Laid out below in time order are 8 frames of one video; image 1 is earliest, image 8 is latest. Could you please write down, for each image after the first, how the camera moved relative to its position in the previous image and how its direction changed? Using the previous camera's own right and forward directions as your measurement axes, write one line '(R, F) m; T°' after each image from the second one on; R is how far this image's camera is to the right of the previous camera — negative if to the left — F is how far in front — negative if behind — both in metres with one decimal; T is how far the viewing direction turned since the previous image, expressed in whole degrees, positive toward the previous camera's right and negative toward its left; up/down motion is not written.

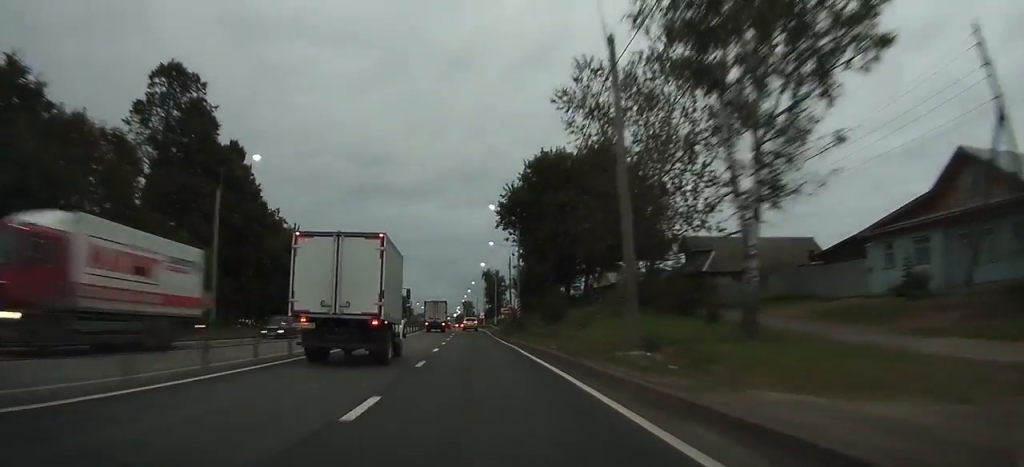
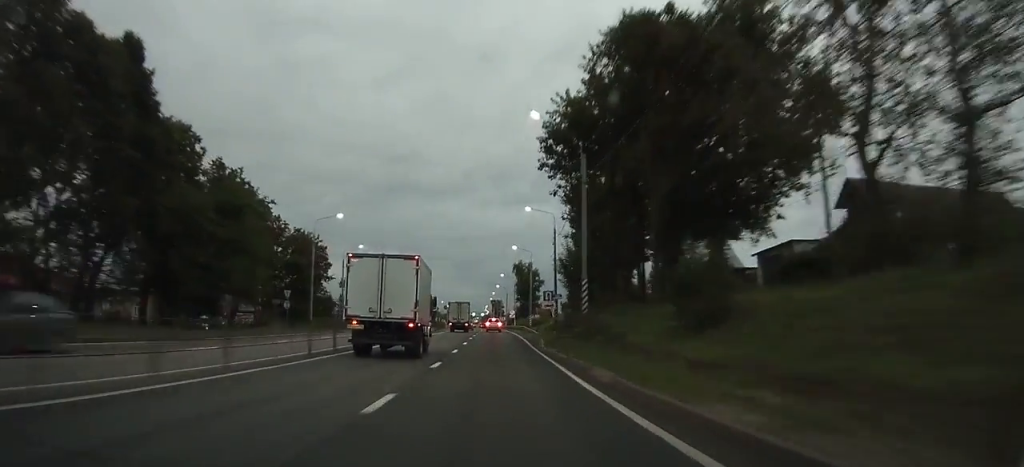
(-0.7, +23.9) m; -2°
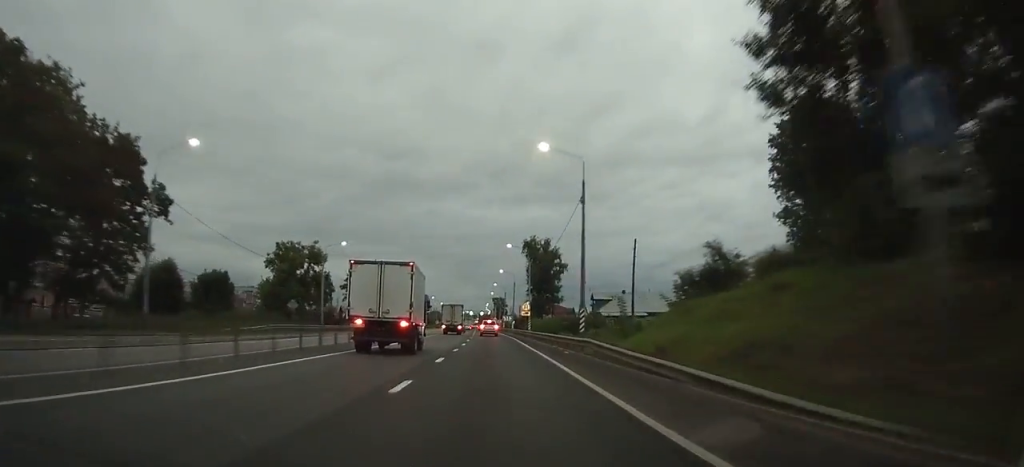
(-1.3, +45.9) m; -3°
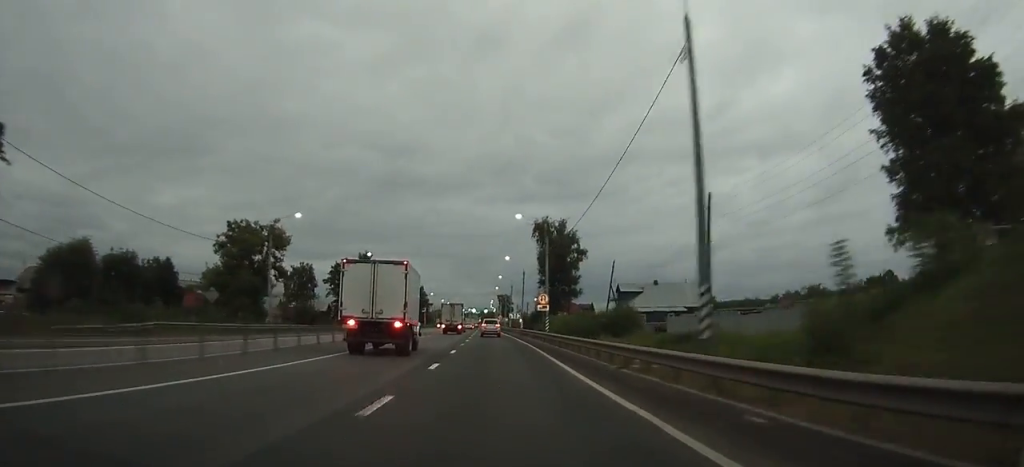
(0.0, +19.0) m; -1°
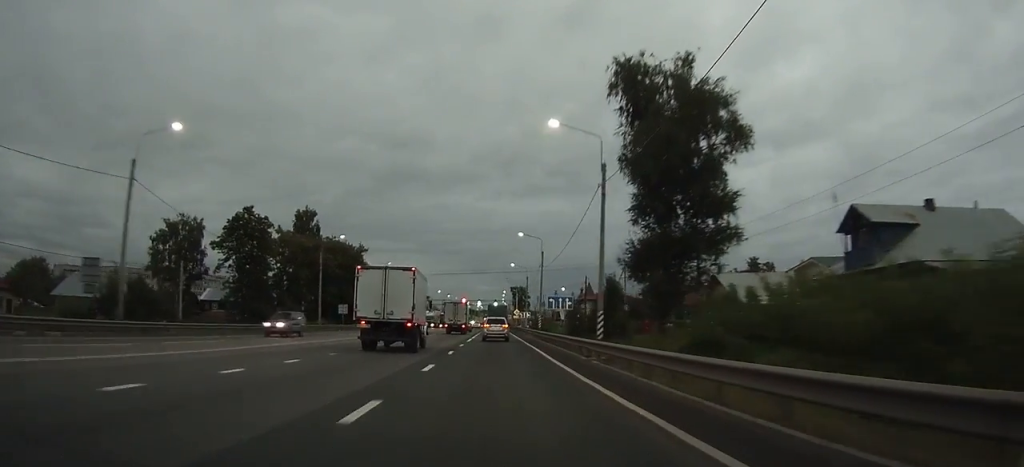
(-2.1, +60.1) m; -3°
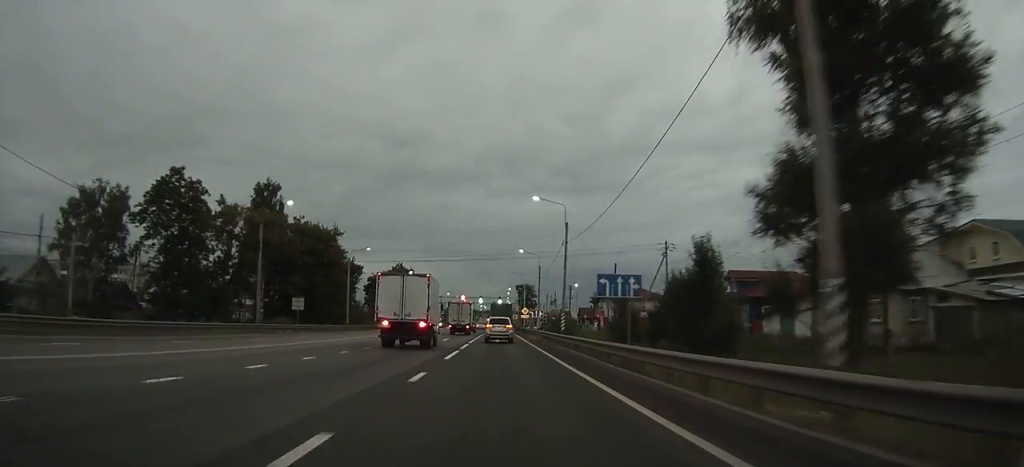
(0.0, +19.6) m; 0°
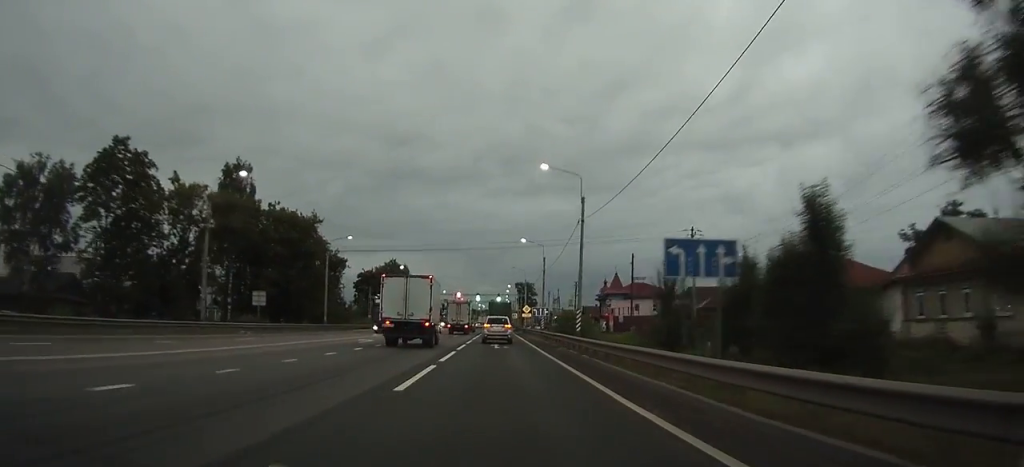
(+0.1, +9.5) m; 0°
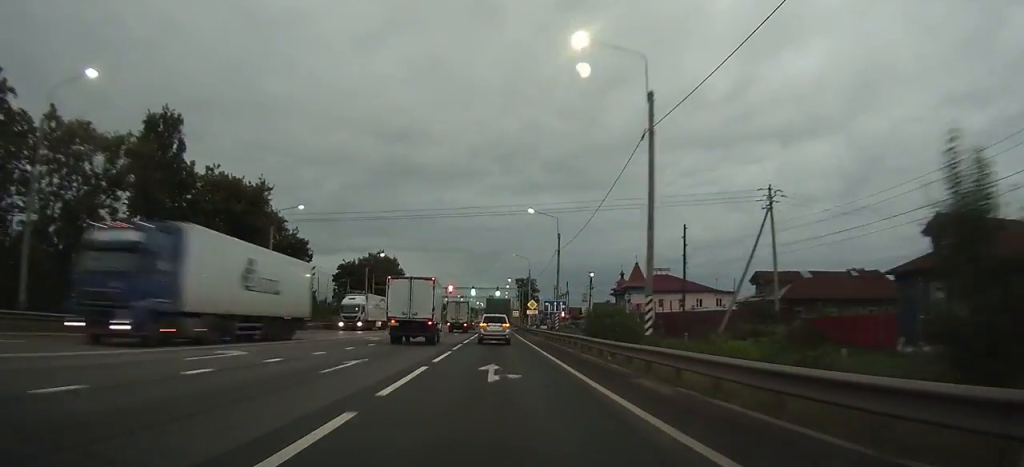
(+0.1, +17.2) m; +1°
